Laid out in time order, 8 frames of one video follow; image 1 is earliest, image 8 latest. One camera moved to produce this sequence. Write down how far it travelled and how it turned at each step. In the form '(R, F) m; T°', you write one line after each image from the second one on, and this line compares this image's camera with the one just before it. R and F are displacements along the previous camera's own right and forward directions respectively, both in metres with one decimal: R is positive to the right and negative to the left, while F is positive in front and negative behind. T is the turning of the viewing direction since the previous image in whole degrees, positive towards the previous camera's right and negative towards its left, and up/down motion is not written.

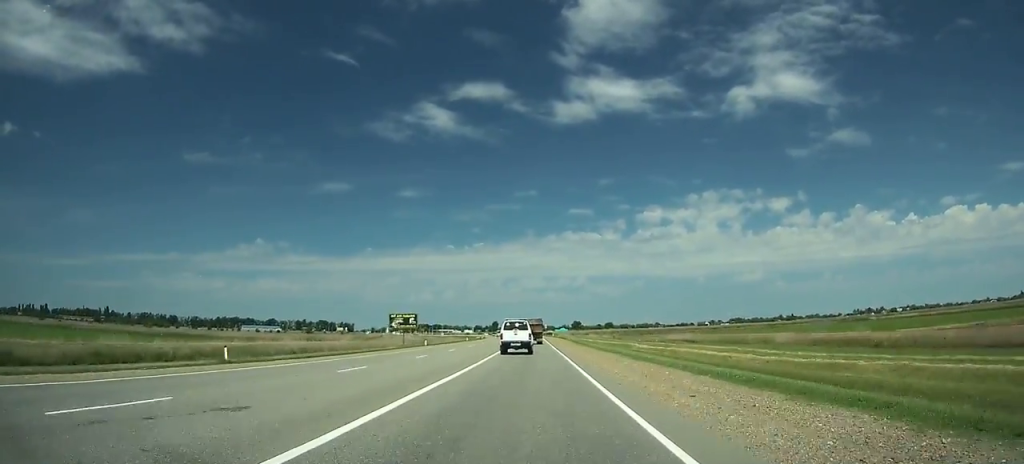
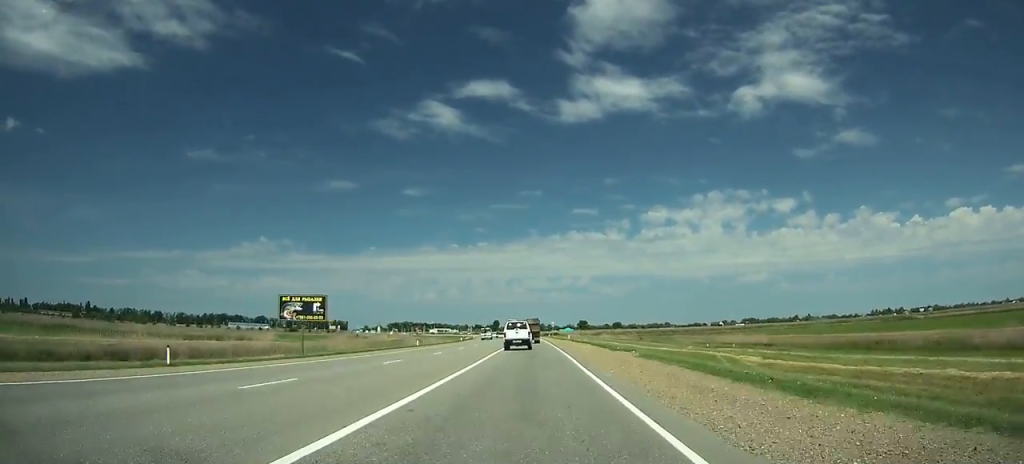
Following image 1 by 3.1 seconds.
(-0.2, +54.2) m; 0°
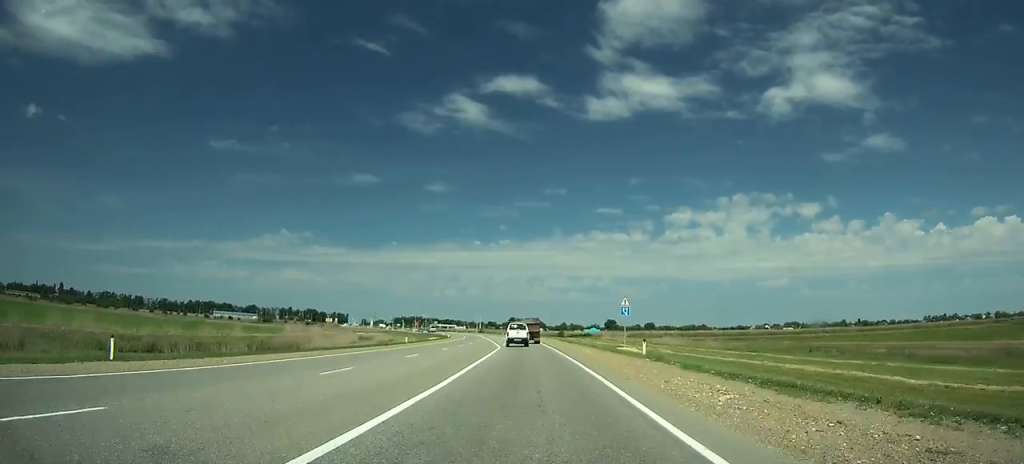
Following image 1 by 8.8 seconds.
(-1.4, +104.3) m; -2°
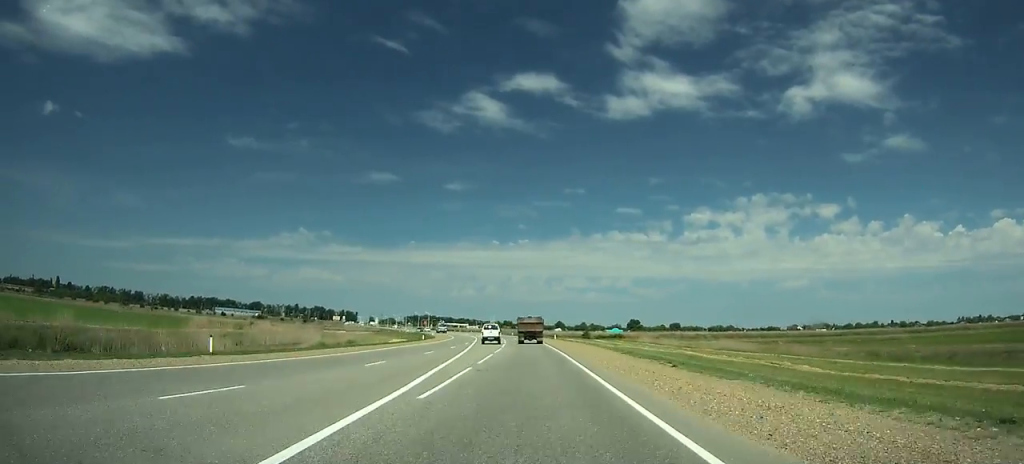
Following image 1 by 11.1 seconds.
(-0.7, +44.5) m; -2°
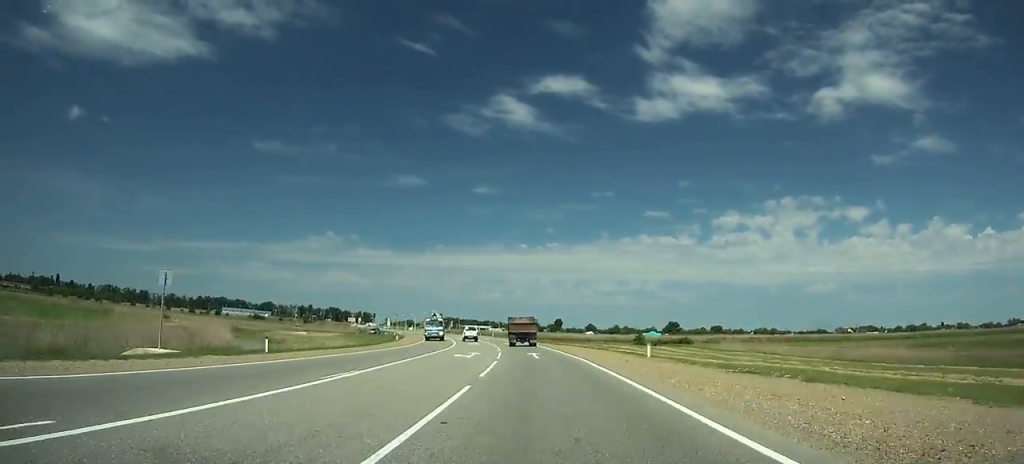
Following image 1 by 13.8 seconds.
(-1.1, +54.2) m; -3°
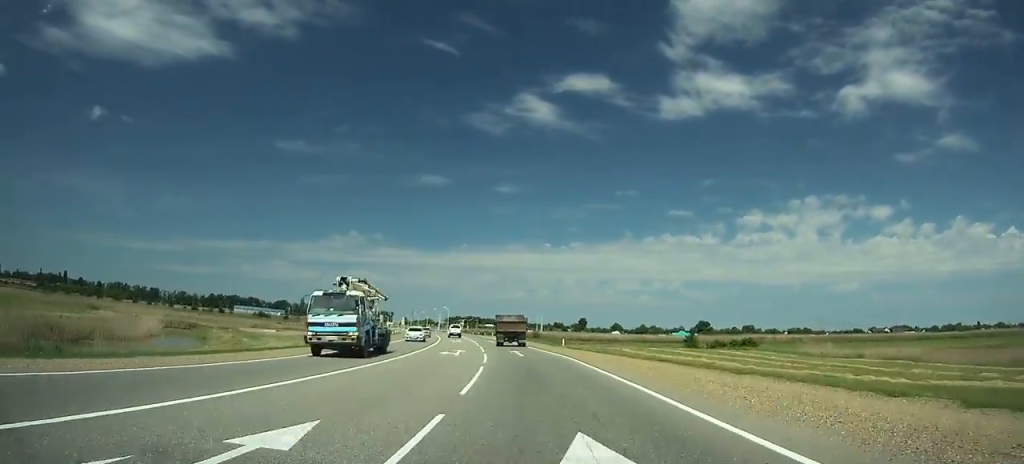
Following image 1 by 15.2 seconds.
(+0.3, +29.0) m; -2°
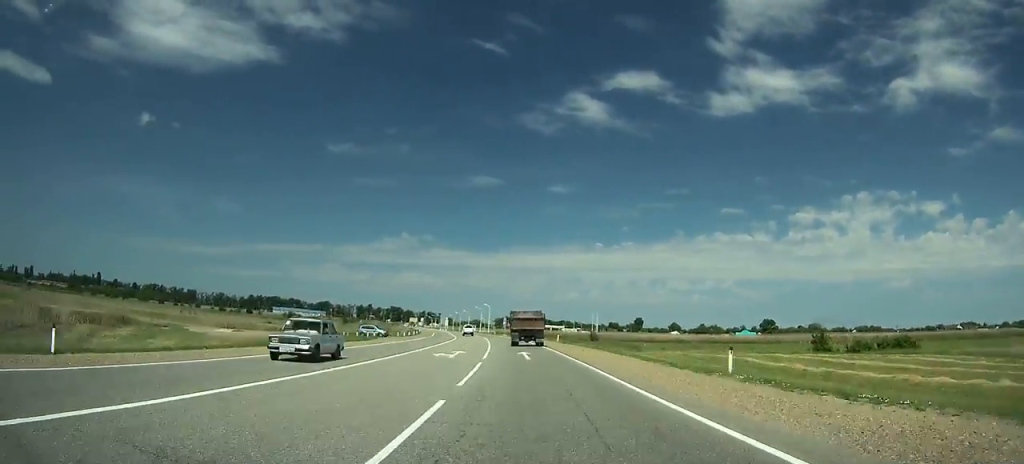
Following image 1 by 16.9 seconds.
(-1.7, +36.4) m; -4°
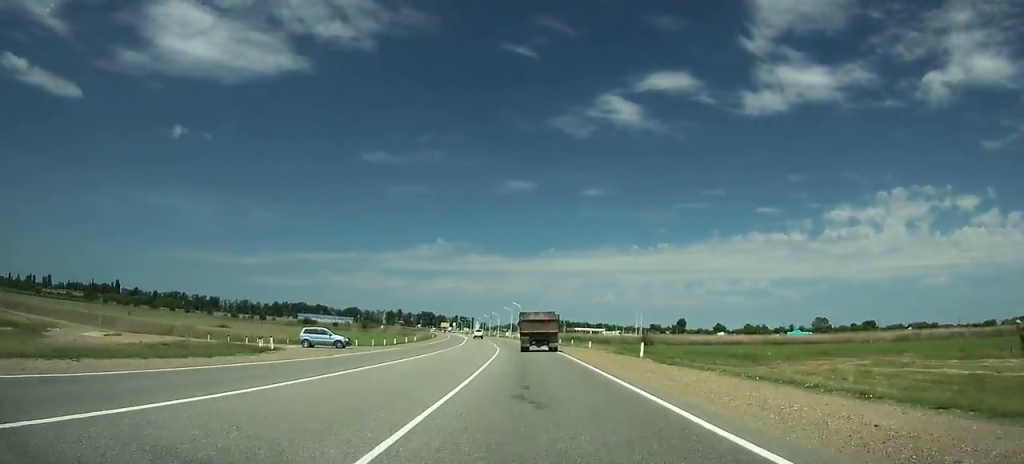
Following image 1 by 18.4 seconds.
(-0.2, +32.5) m; -3°
